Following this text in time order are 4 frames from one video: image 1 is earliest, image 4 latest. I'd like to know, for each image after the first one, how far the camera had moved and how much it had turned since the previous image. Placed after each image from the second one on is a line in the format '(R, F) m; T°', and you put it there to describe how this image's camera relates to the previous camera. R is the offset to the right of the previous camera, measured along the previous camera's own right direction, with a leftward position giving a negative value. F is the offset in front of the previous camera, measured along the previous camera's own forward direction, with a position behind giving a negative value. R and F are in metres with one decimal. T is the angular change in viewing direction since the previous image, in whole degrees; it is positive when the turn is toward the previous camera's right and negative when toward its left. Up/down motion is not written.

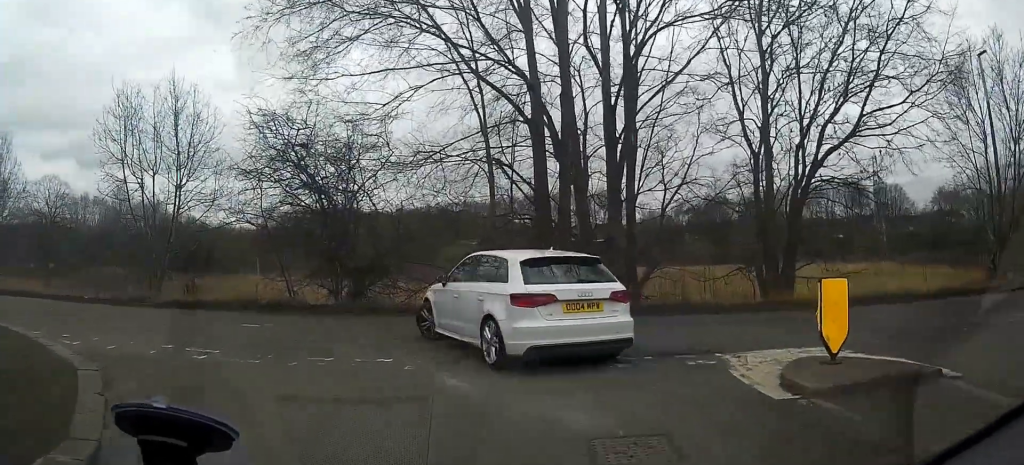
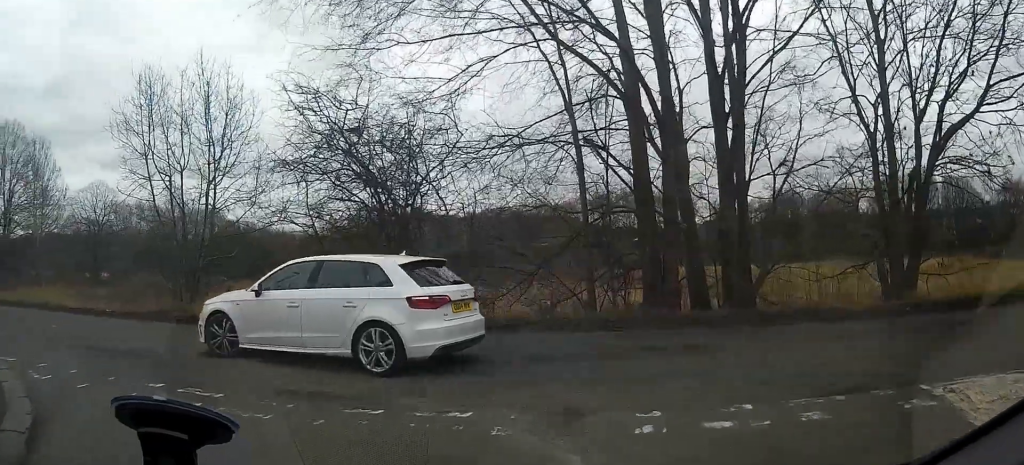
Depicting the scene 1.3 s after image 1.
(-0.5, +2.8) m; -17°
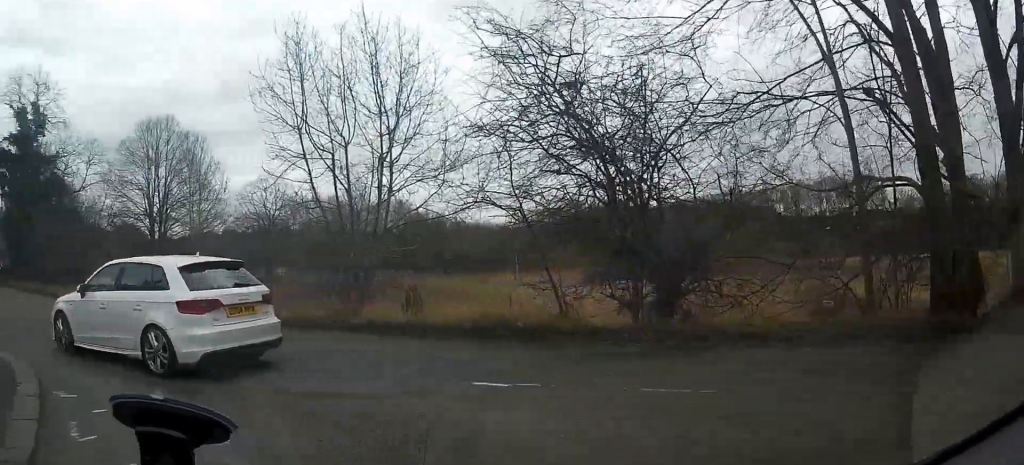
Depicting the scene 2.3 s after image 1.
(-0.3, +2.9) m; -16°
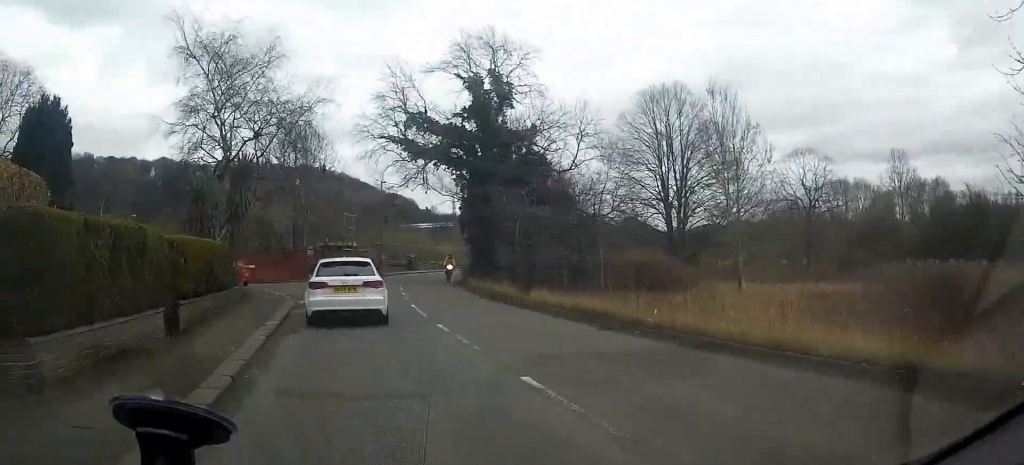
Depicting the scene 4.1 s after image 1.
(-2.4, +7.7) m; -30°
